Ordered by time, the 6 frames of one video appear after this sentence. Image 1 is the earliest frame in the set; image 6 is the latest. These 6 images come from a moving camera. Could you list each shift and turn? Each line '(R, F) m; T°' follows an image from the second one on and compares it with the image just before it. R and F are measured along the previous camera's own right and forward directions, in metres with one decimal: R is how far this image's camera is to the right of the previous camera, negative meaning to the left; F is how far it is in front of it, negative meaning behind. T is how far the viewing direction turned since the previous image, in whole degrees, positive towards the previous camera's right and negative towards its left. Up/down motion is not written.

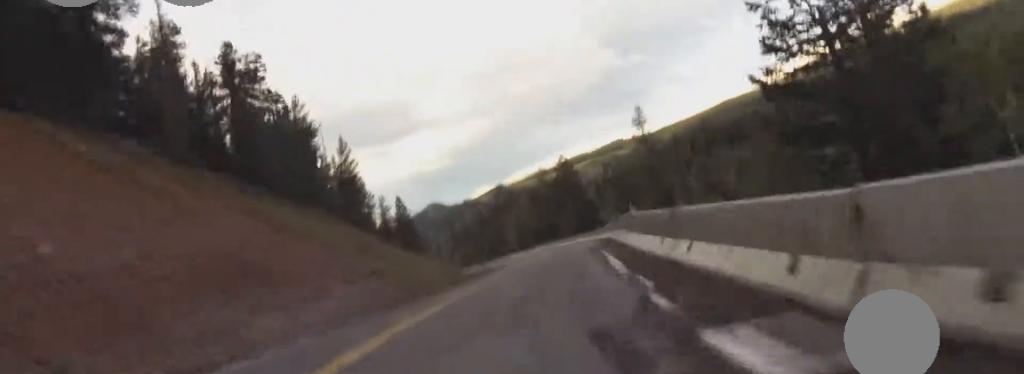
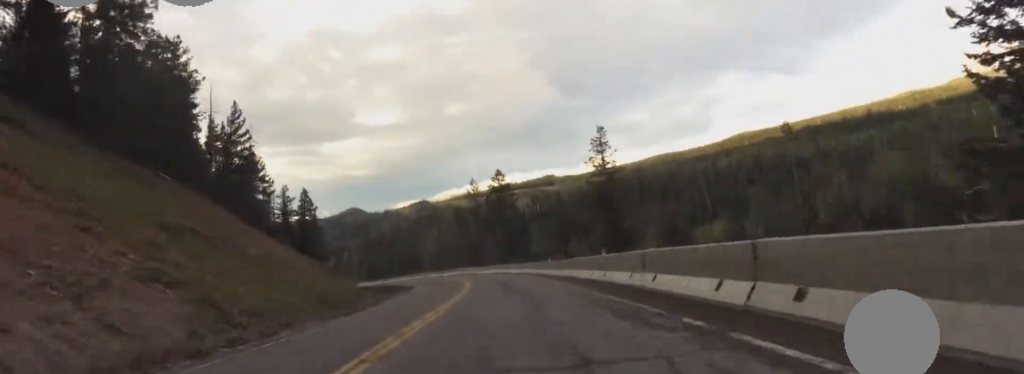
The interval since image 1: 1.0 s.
(+0.2, +16.1) m; -6°
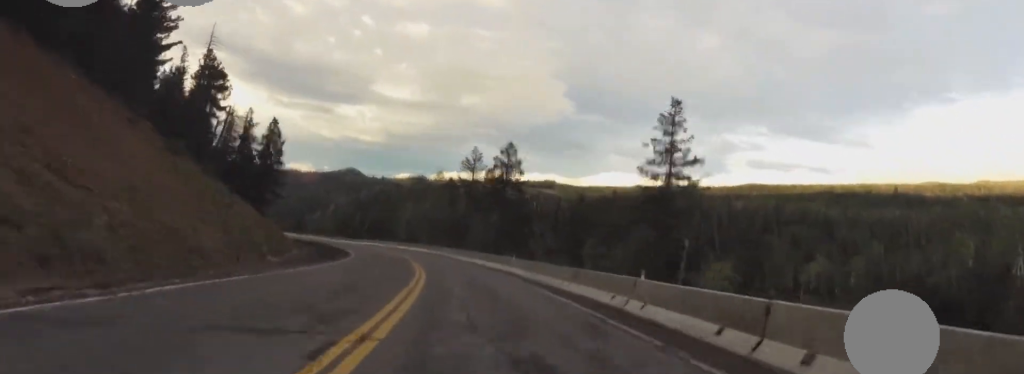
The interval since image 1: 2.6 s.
(-1.0, +24.4) m; +3°
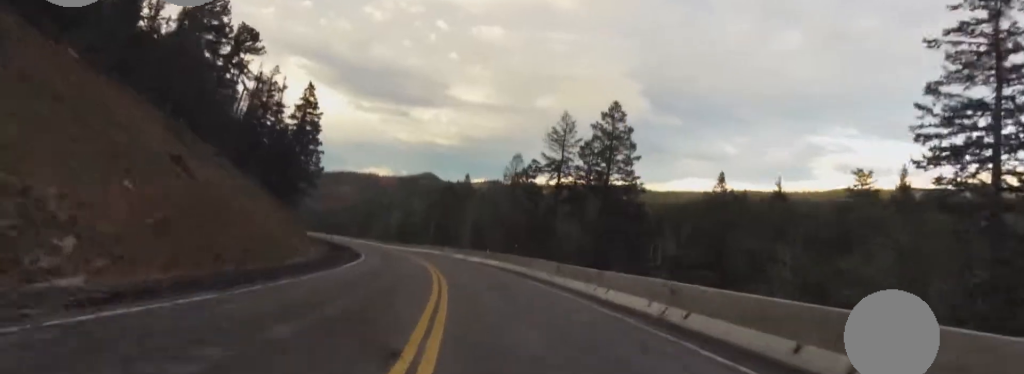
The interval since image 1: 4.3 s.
(+0.9, +25.0) m; -4°
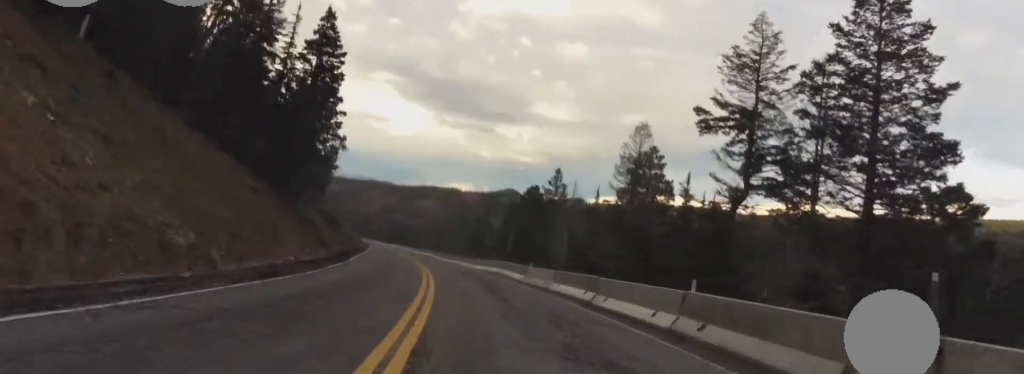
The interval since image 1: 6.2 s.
(-0.3, +31.2) m; -5°
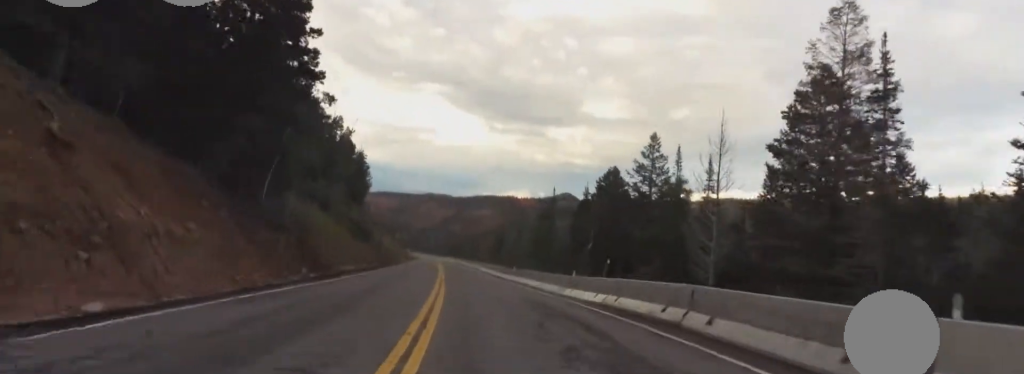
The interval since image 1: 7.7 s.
(-2.7, +24.3) m; -8°
